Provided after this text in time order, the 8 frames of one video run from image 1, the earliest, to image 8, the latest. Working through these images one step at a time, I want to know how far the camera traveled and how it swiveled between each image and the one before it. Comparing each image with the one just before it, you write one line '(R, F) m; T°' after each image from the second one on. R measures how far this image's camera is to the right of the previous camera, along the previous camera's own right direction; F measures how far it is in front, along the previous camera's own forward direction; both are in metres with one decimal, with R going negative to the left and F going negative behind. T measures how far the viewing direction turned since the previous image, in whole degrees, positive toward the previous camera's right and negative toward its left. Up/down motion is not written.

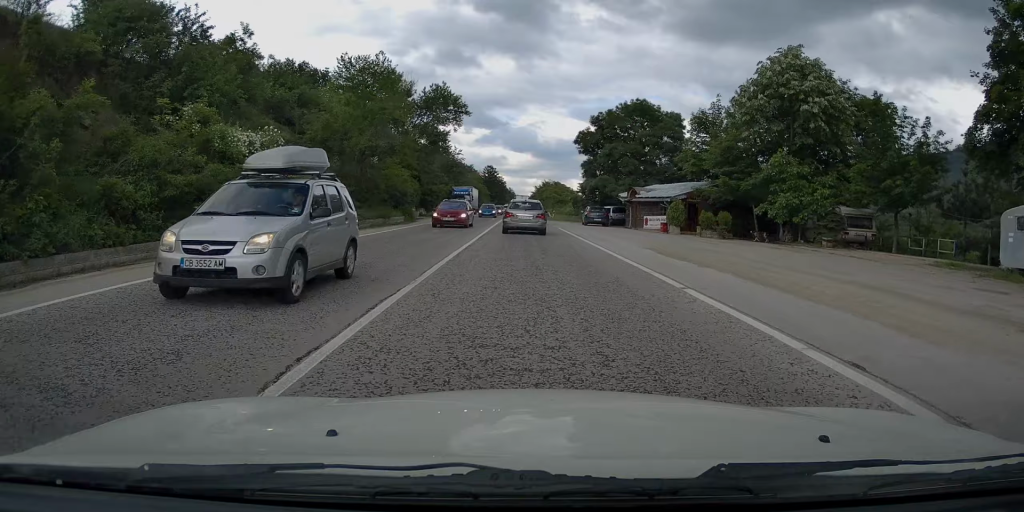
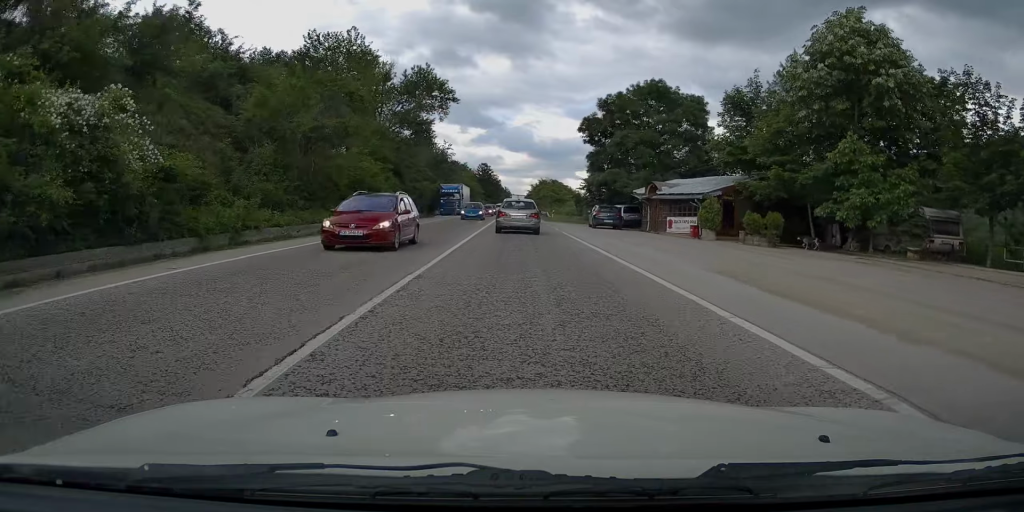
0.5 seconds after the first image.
(+0.2, +8.1) m; +1°
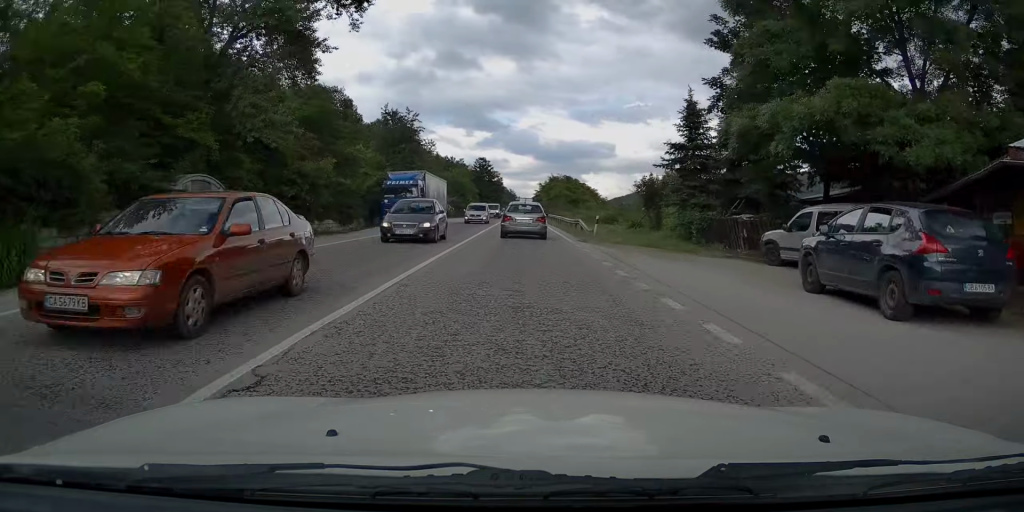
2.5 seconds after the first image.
(+0.1, +32.5) m; -1°
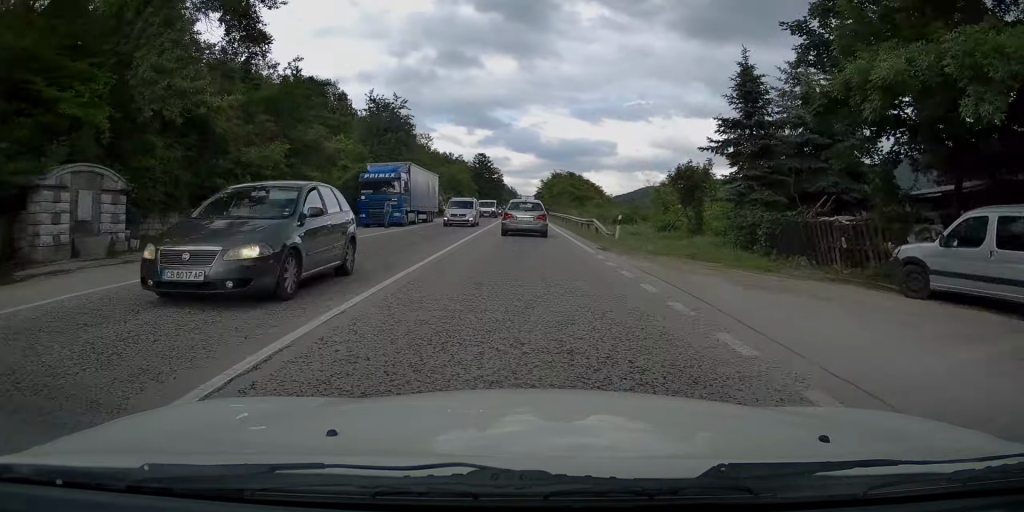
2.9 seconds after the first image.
(-0.2, +6.3) m; 0°
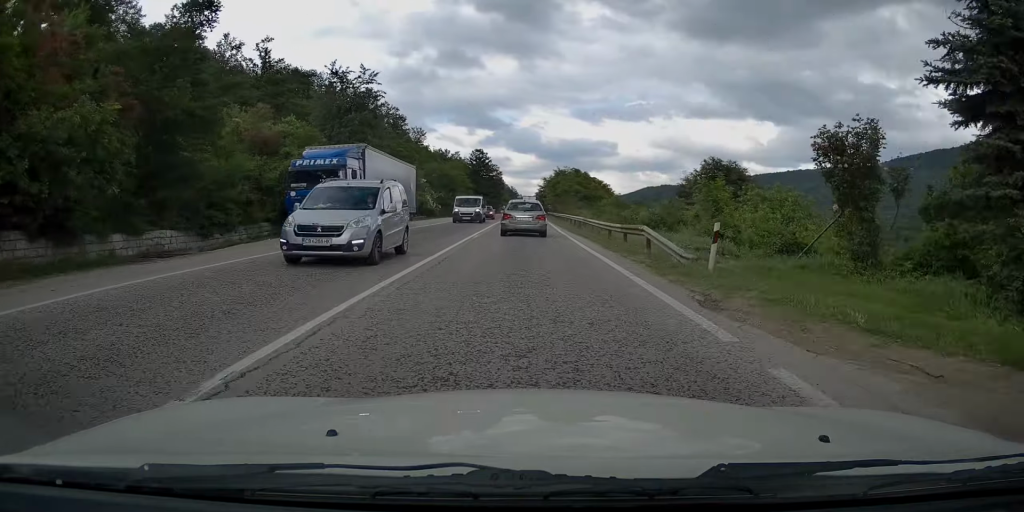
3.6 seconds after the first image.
(+0.2, +11.0) m; 0°
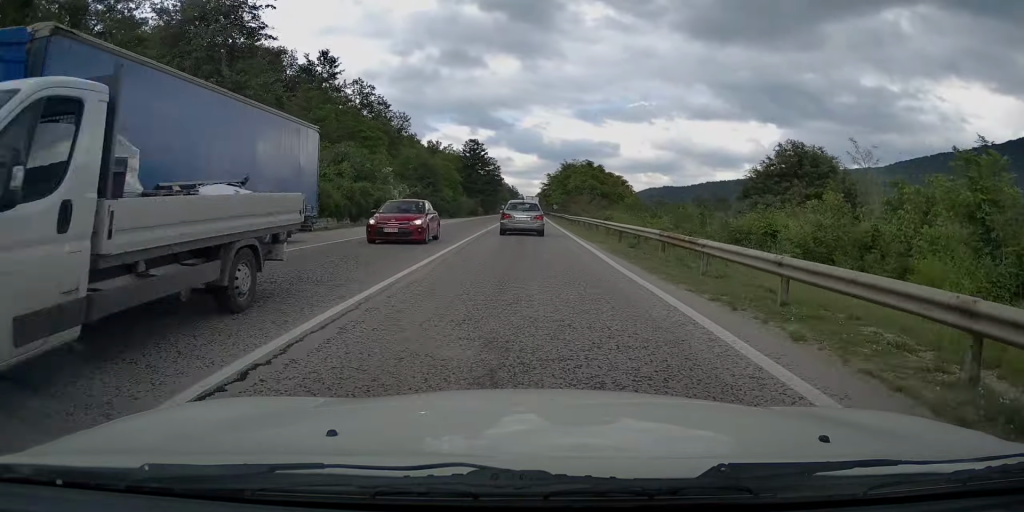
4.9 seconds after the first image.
(-0.1, +19.4) m; -1°
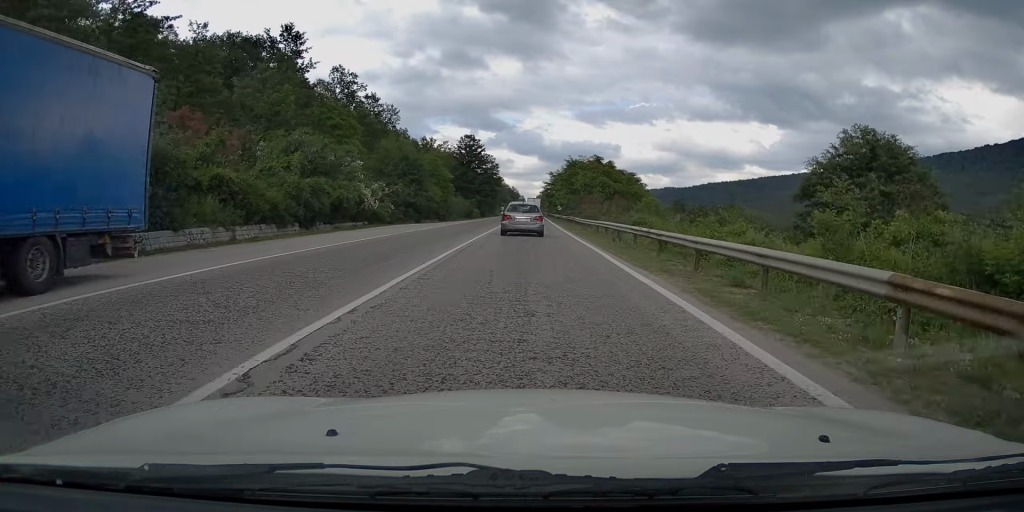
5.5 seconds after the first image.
(-0.1, +10.1) m; 0°
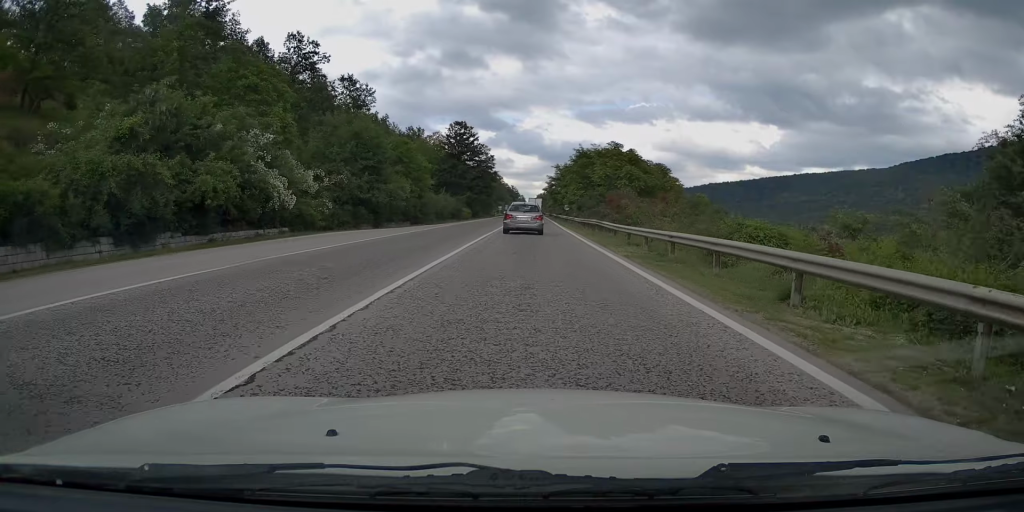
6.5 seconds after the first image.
(+0.2, +16.1) m; +1°
